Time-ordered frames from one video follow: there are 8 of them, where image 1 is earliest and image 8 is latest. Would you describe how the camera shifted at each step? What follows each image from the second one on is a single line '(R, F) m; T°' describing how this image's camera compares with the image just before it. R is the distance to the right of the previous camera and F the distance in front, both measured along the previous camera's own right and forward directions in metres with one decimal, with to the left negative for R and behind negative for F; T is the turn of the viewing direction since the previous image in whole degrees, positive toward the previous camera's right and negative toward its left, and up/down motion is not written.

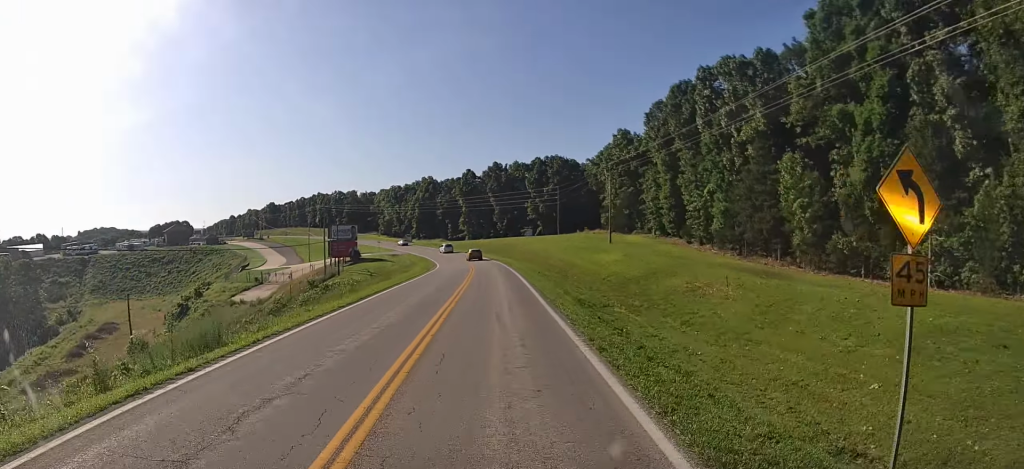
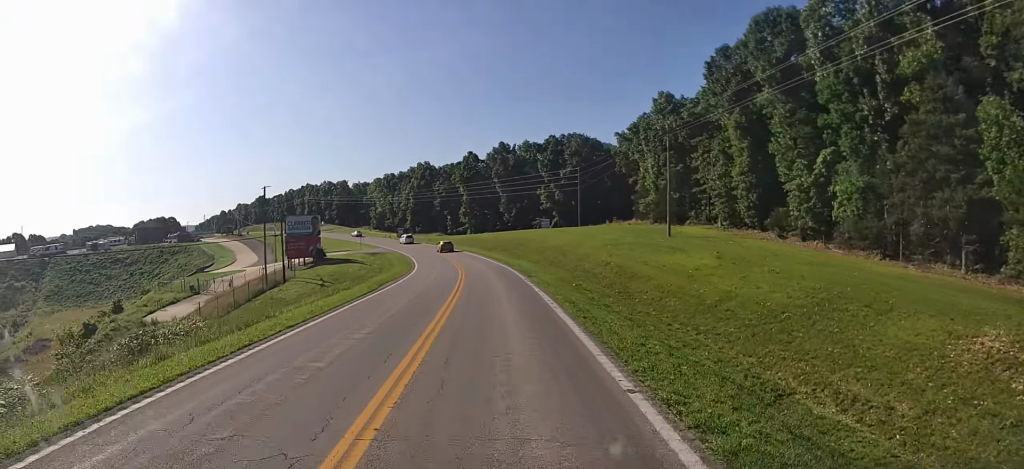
(0.0, +23.4) m; 0°
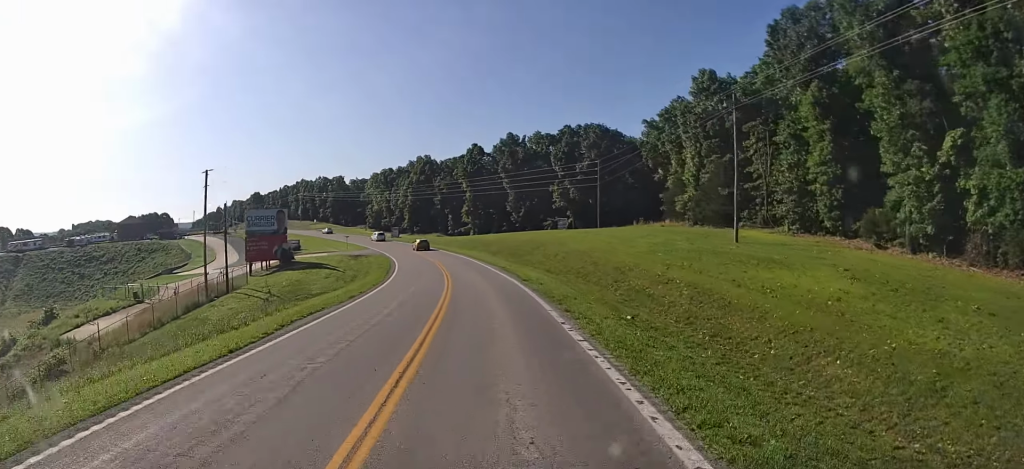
(0.0, +13.8) m; 0°
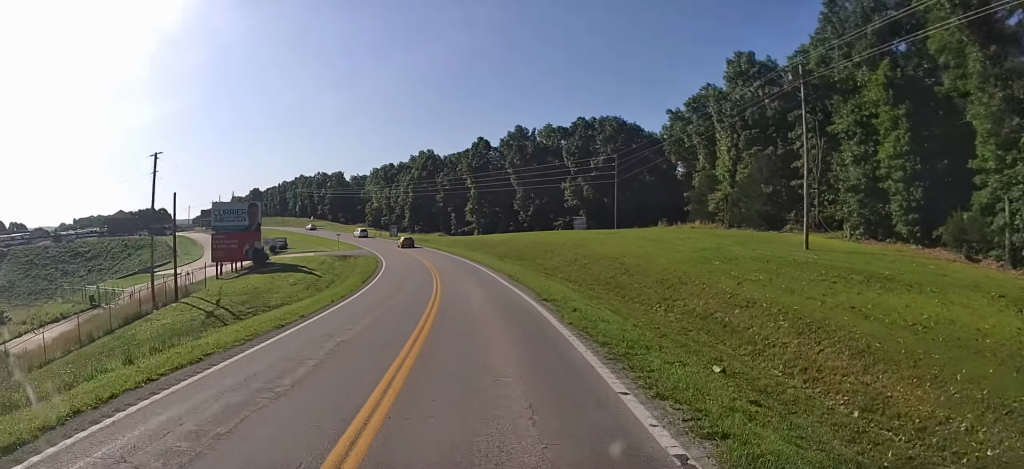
(0.0, +8.6) m; -1°
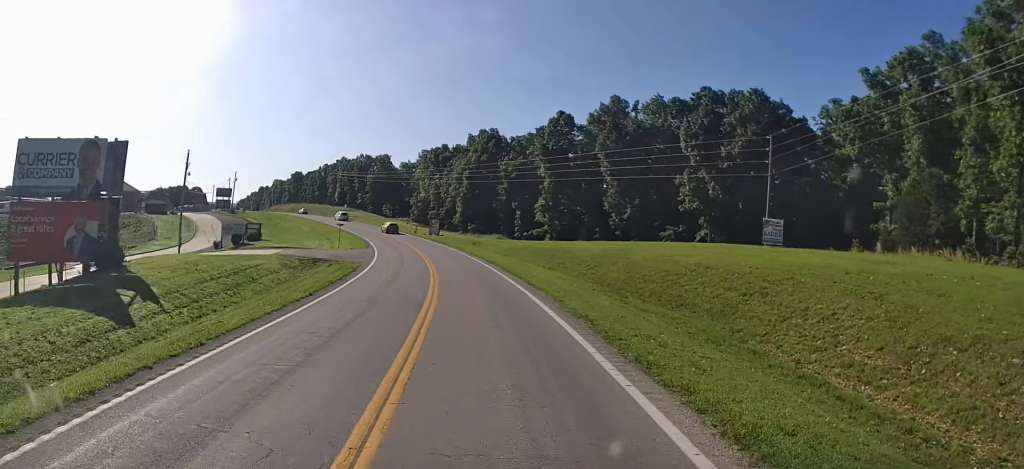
(-0.6, +29.9) m; -6°
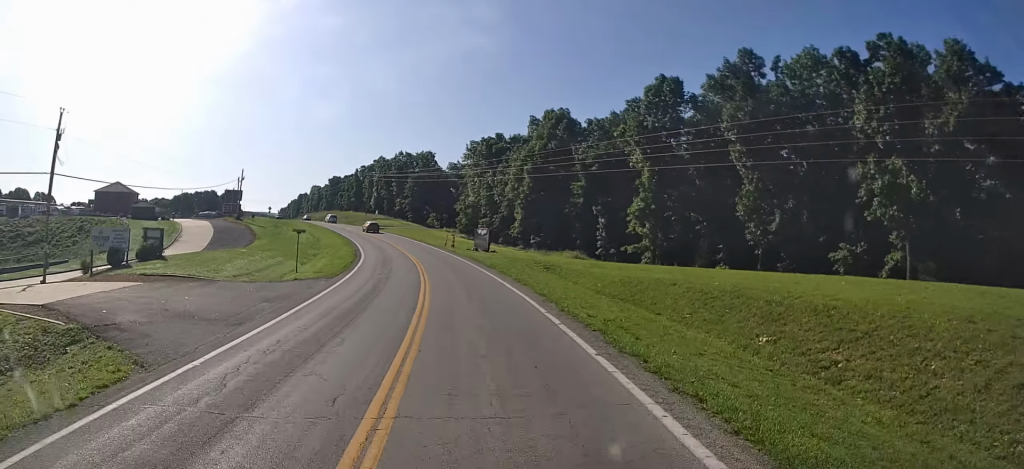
(-2.0, +28.0) m; -7°
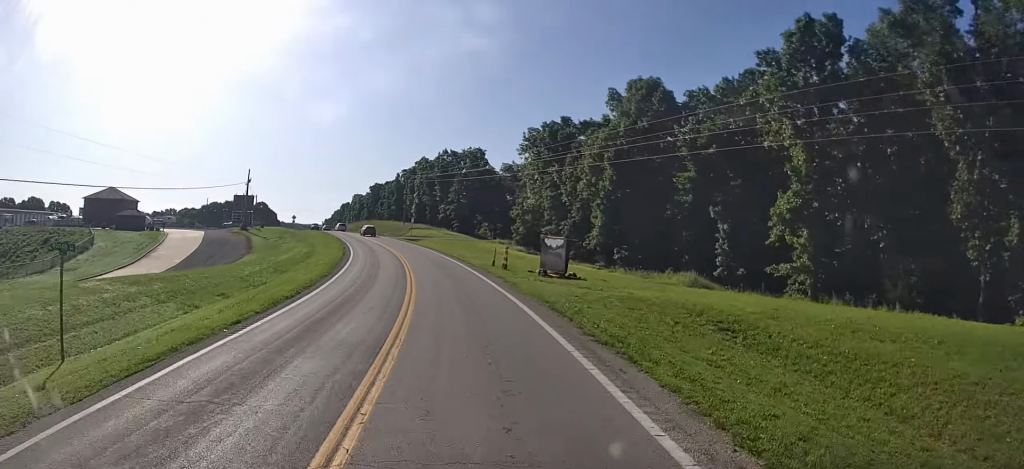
(-0.9, +22.9) m; -8°
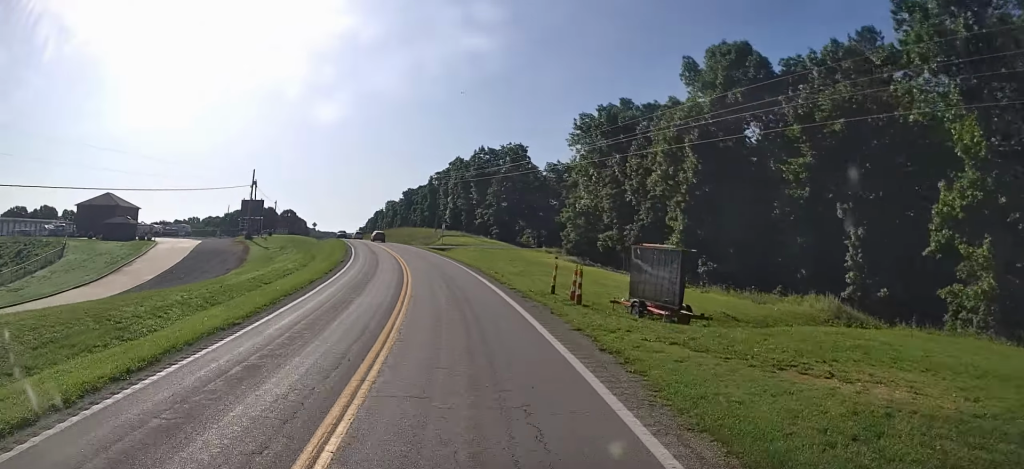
(-0.6, +14.7) m; -7°
